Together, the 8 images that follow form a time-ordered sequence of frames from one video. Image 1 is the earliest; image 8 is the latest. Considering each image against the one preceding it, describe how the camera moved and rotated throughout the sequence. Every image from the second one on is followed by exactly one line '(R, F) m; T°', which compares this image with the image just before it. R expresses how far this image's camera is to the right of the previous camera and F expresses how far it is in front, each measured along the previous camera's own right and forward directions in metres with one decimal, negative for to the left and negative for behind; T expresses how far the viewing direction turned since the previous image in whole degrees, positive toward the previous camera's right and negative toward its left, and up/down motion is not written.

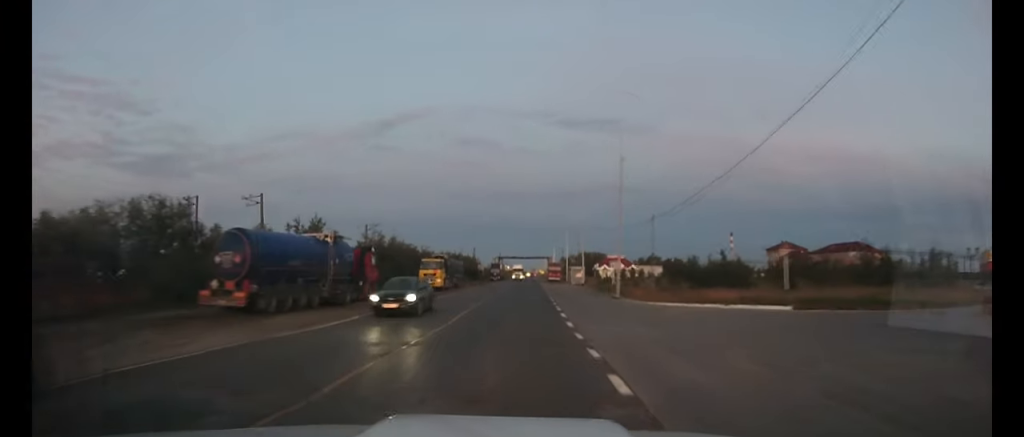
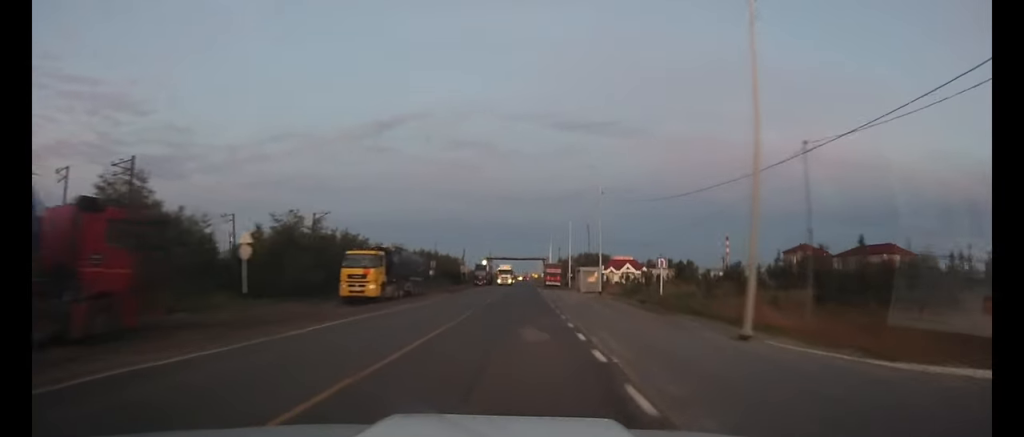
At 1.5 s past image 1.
(+0.1, +22.3) m; 0°
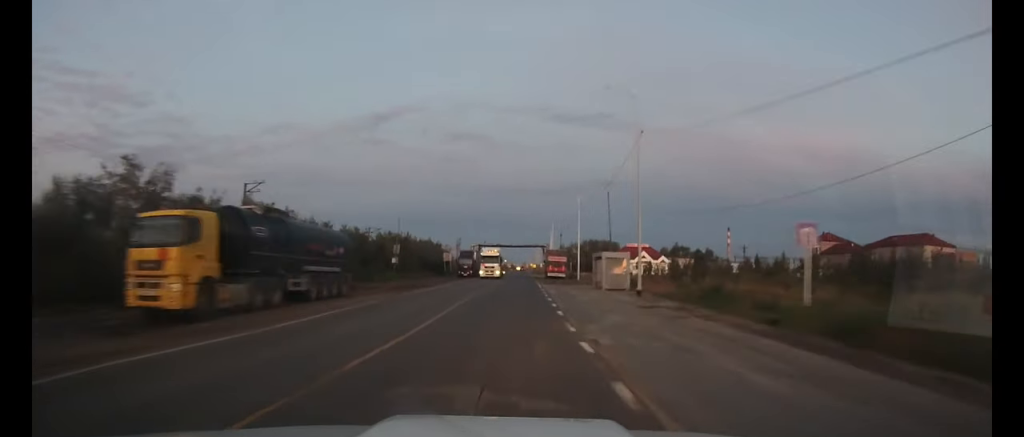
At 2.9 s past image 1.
(0.0, +19.3) m; 0°
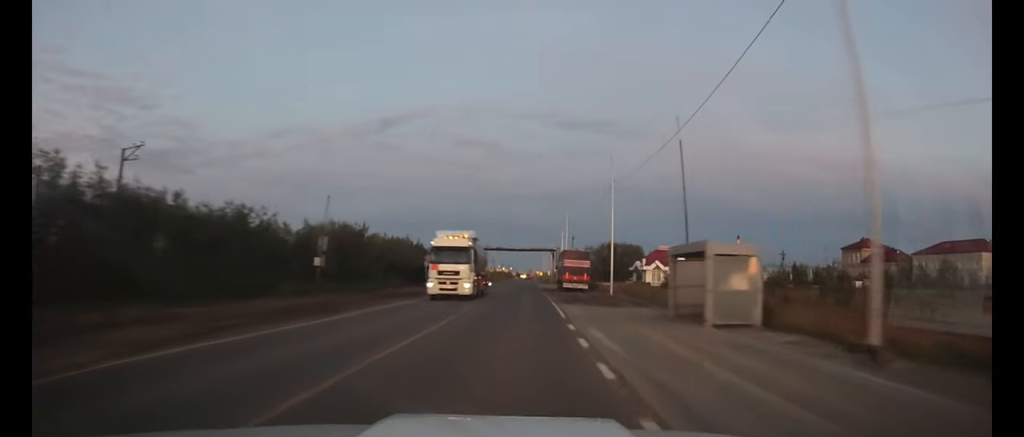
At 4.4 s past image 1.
(-0.1, +22.6) m; -1°
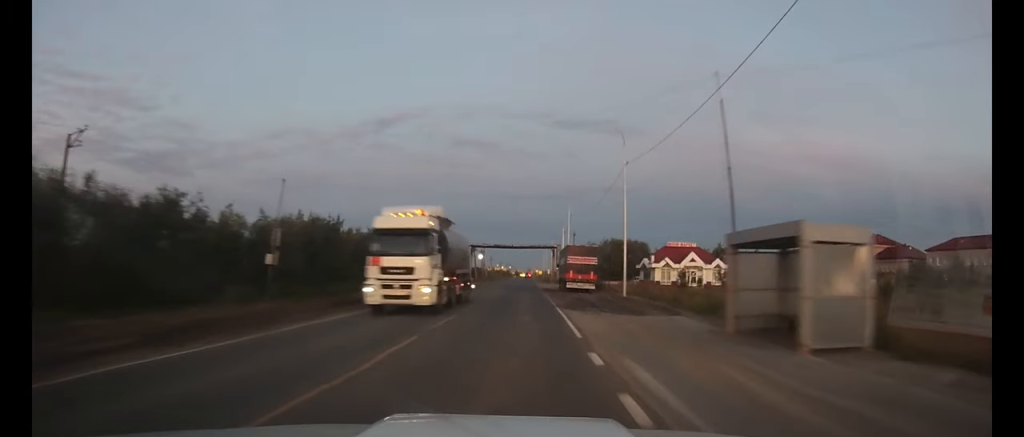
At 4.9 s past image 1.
(0.0, +6.7) m; 0°
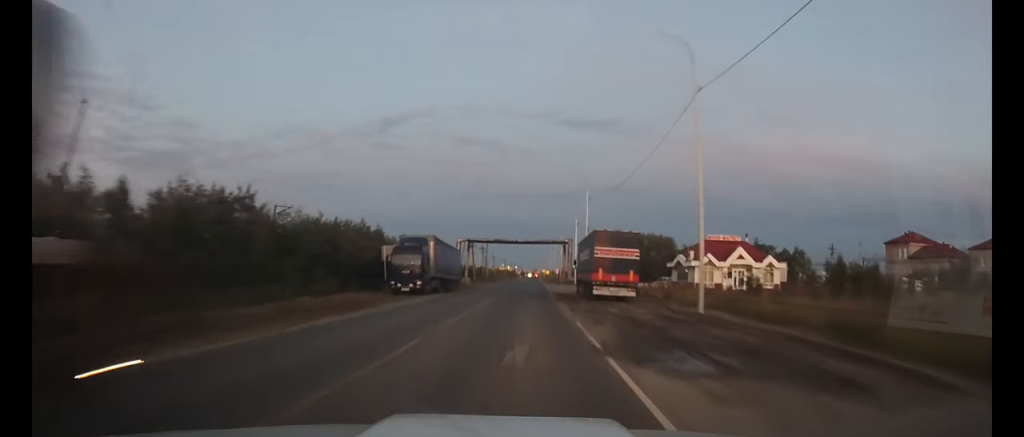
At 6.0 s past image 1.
(0.0, +16.1) m; 0°
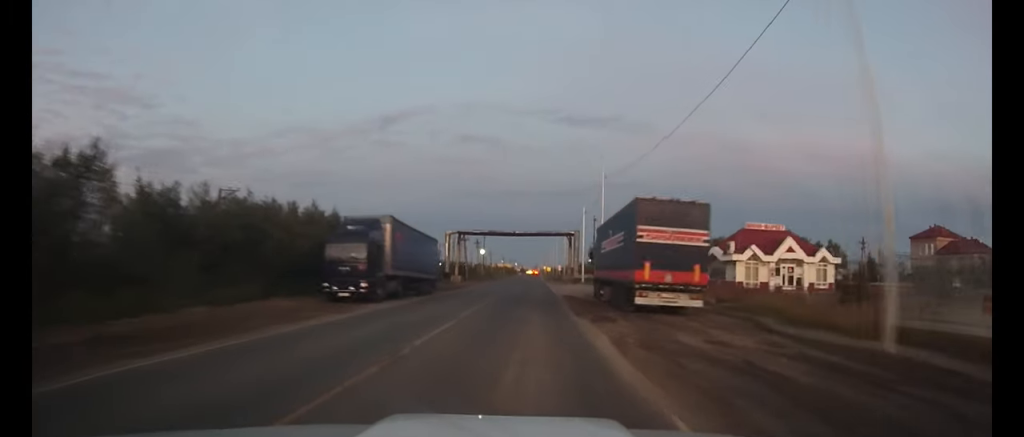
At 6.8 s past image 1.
(0.0, +12.3) m; 0°
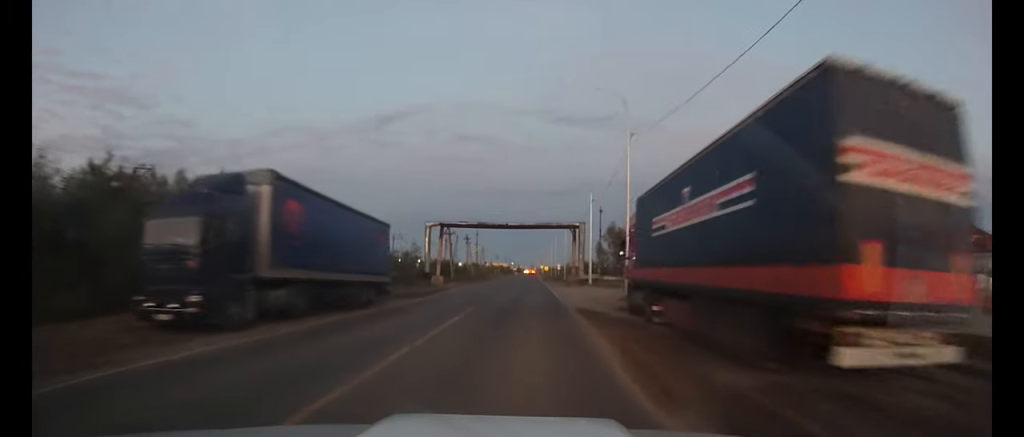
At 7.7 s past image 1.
(0.0, +12.8) m; 0°
